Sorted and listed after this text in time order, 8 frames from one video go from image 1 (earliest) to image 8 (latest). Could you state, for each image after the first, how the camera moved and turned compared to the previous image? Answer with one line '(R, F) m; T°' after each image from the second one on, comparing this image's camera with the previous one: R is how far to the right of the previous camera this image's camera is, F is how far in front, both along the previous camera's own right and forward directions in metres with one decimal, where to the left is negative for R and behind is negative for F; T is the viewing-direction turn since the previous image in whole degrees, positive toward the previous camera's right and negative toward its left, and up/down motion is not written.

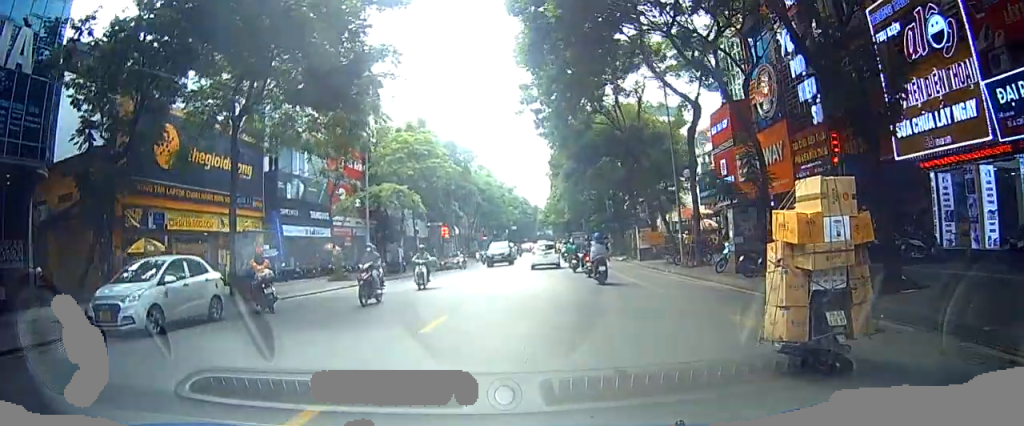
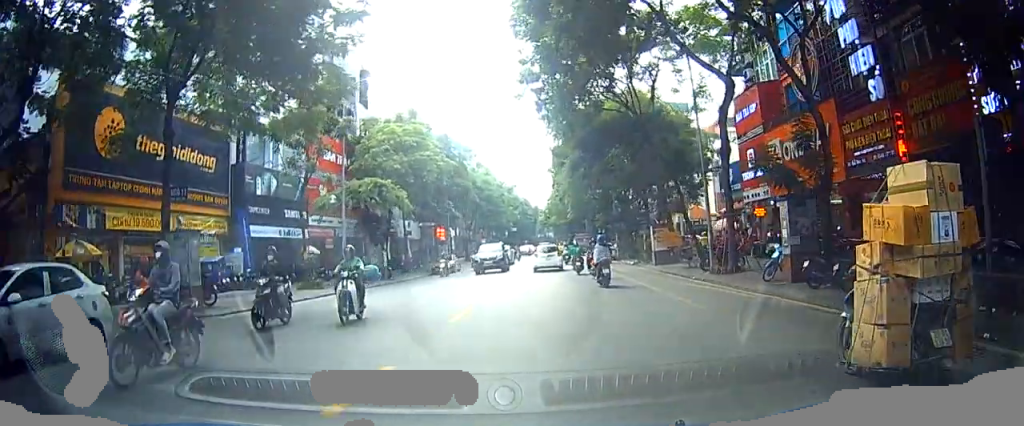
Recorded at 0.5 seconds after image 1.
(-0.2, +5.0) m; +3°
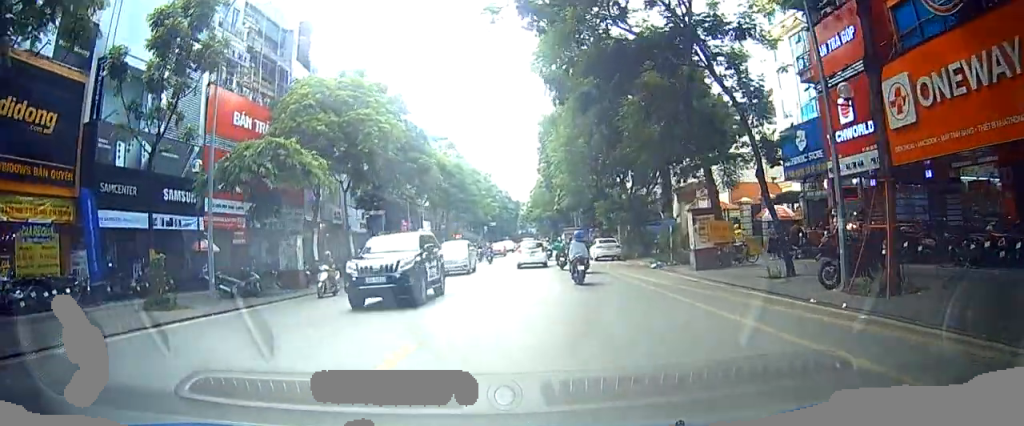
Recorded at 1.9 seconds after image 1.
(+1.4, +12.4) m; +10°
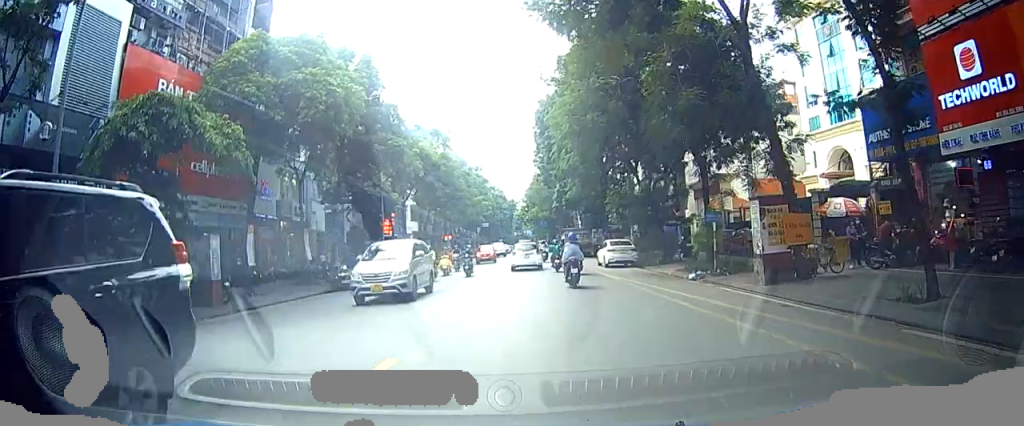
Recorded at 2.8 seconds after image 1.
(-0.2, +7.3) m; -2°
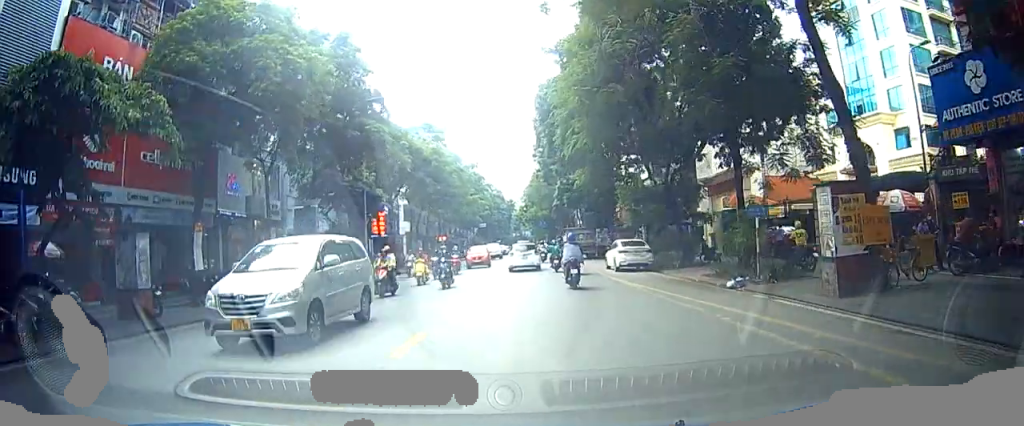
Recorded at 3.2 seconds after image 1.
(-0.1, +3.8) m; -1°
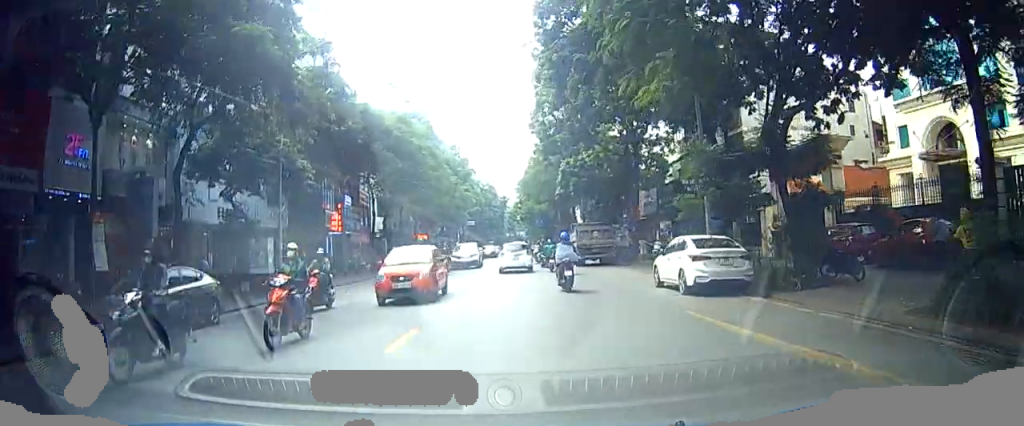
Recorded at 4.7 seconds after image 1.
(+0.2, +11.9) m; +2°
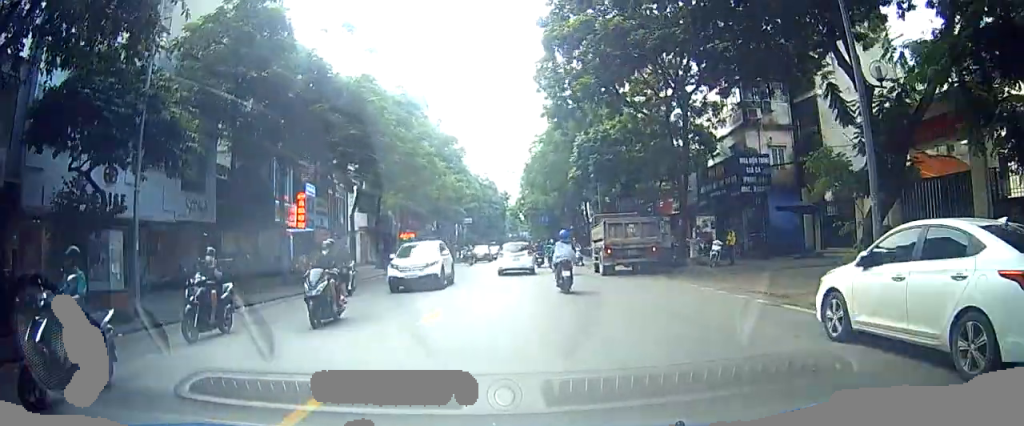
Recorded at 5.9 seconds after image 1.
(+0.1, +10.1) m; -1°
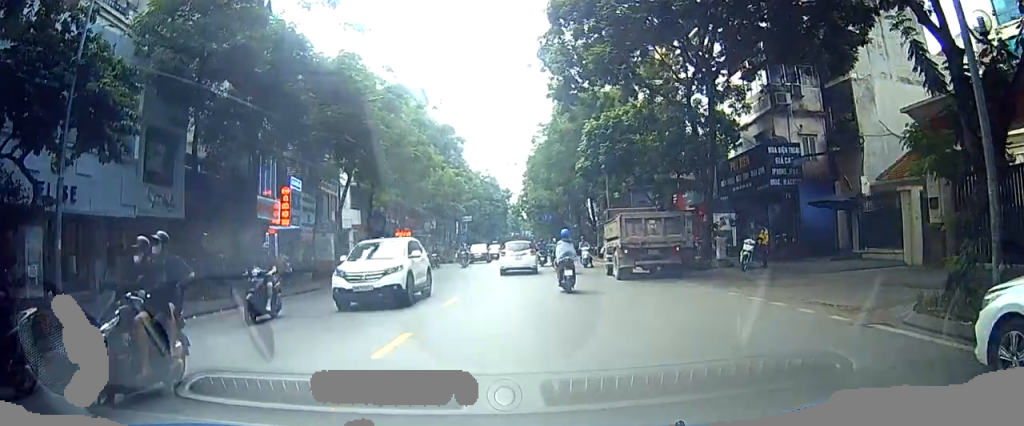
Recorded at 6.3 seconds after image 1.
(0.0, +3.3) m; 0°
